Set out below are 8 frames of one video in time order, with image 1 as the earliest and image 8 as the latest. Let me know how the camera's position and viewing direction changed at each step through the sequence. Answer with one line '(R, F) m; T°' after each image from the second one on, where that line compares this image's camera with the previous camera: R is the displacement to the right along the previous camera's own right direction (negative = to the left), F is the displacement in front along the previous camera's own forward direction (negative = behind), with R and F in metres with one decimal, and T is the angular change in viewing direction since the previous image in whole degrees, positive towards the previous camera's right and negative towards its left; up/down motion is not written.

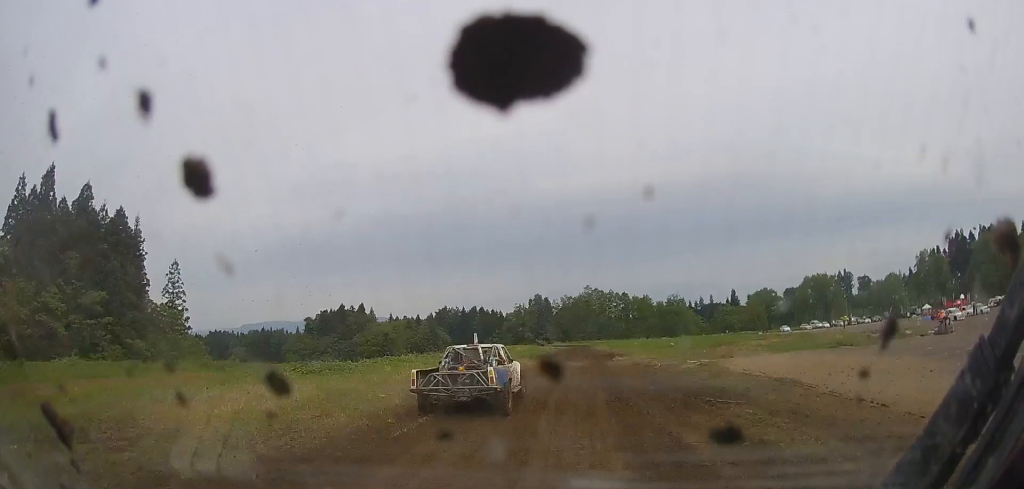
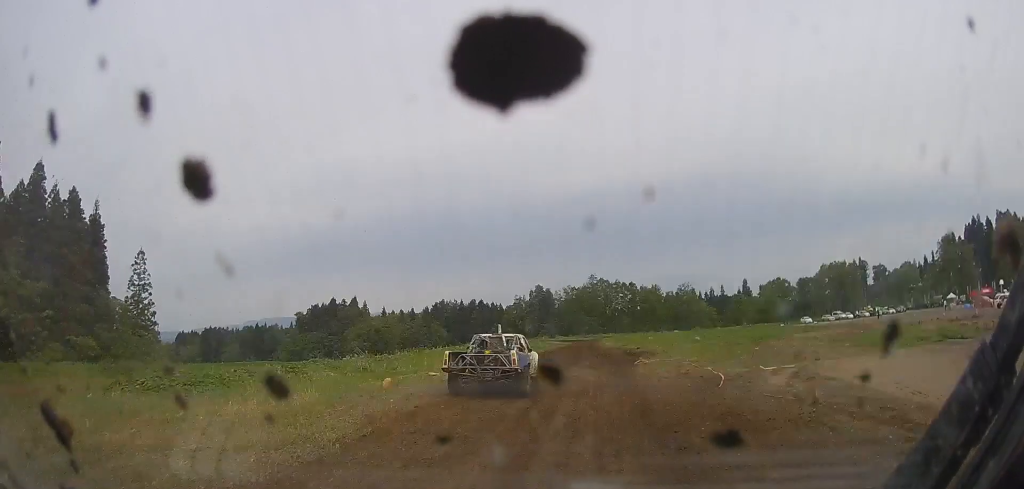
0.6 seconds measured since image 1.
(0.0, +10.9) m; 0°
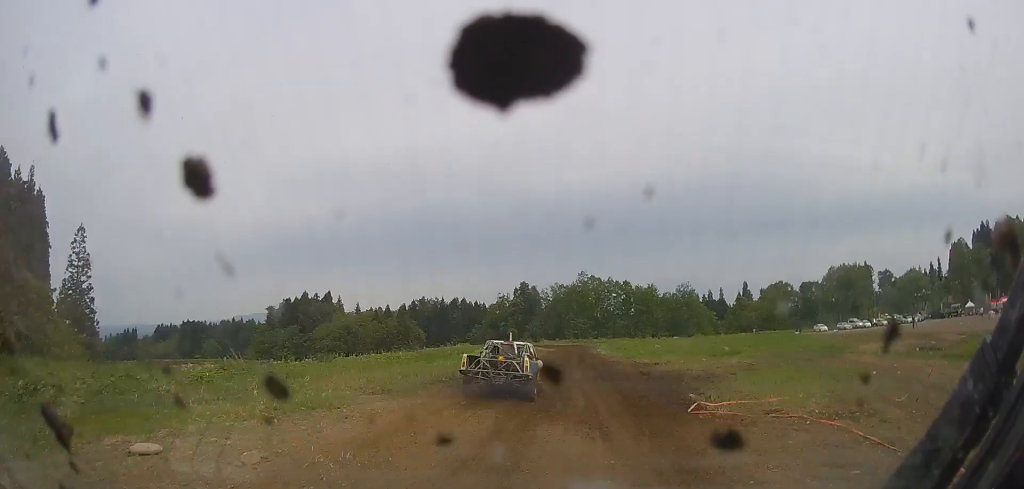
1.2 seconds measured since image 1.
(0.0, +11.1) m; 0°
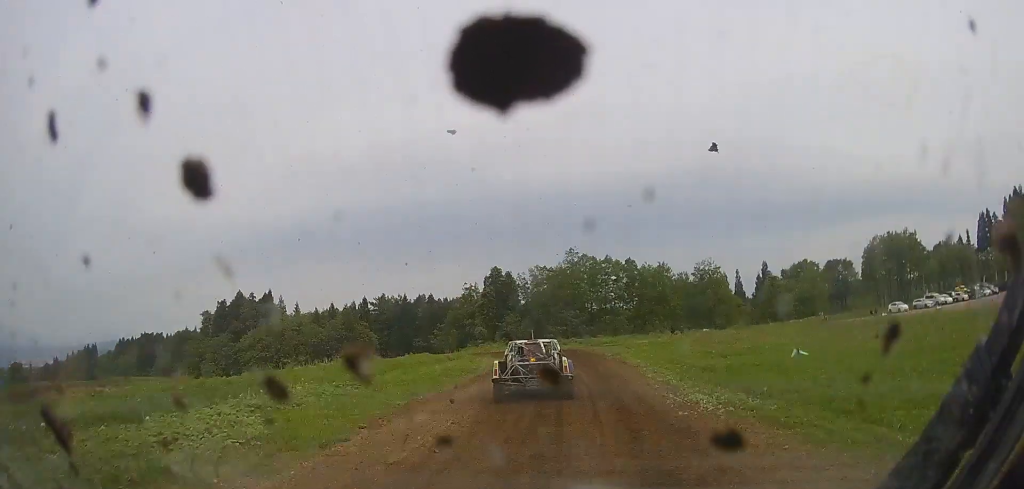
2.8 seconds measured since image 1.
(0.0, +29.5) m; -11°
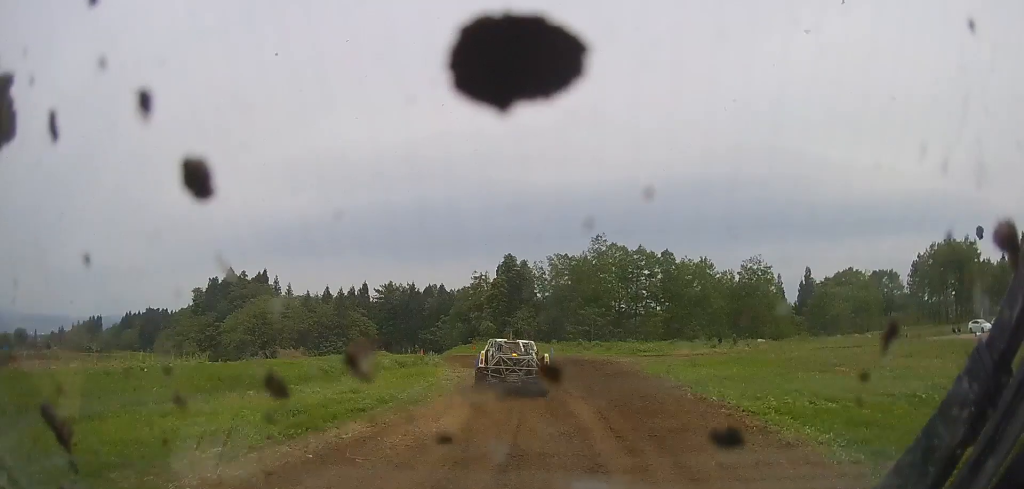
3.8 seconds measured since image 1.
(-2.9, +13.9) m; -22°
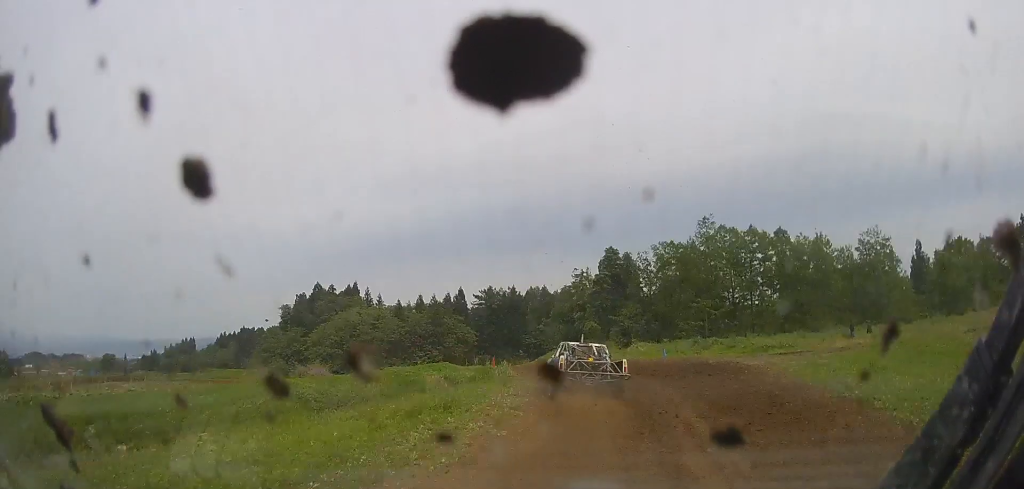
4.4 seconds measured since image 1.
(-1.2, +7.9) m; -10°
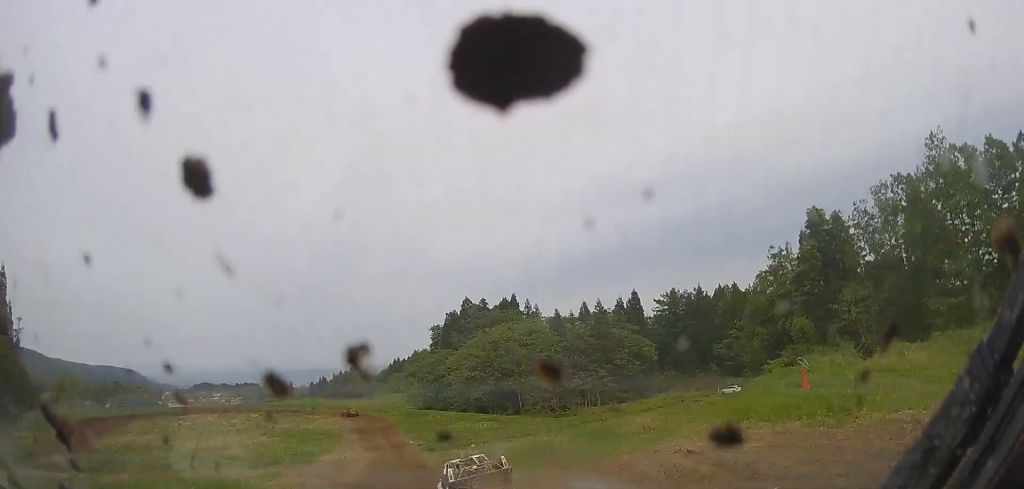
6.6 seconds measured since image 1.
(-0.7, +25.5) m; -2°
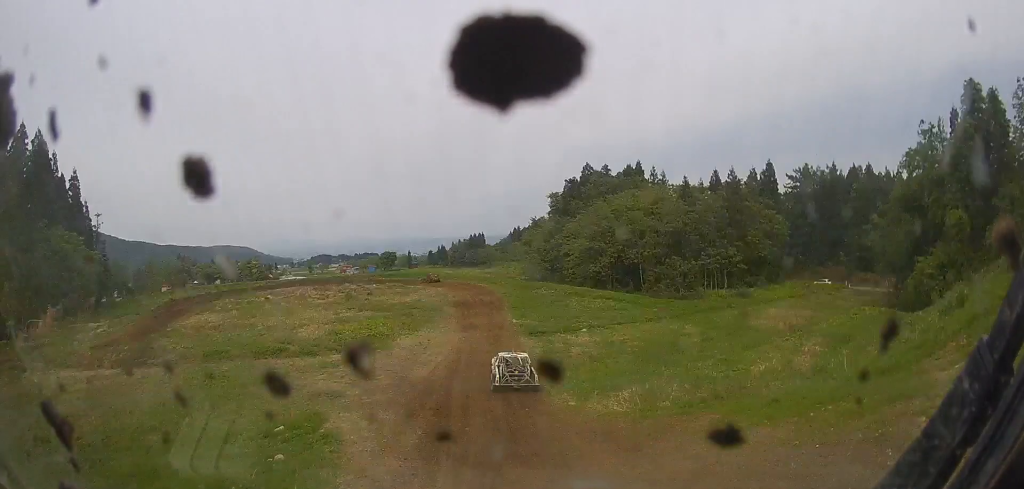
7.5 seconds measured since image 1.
(0.0, +8.9) m; 0°
